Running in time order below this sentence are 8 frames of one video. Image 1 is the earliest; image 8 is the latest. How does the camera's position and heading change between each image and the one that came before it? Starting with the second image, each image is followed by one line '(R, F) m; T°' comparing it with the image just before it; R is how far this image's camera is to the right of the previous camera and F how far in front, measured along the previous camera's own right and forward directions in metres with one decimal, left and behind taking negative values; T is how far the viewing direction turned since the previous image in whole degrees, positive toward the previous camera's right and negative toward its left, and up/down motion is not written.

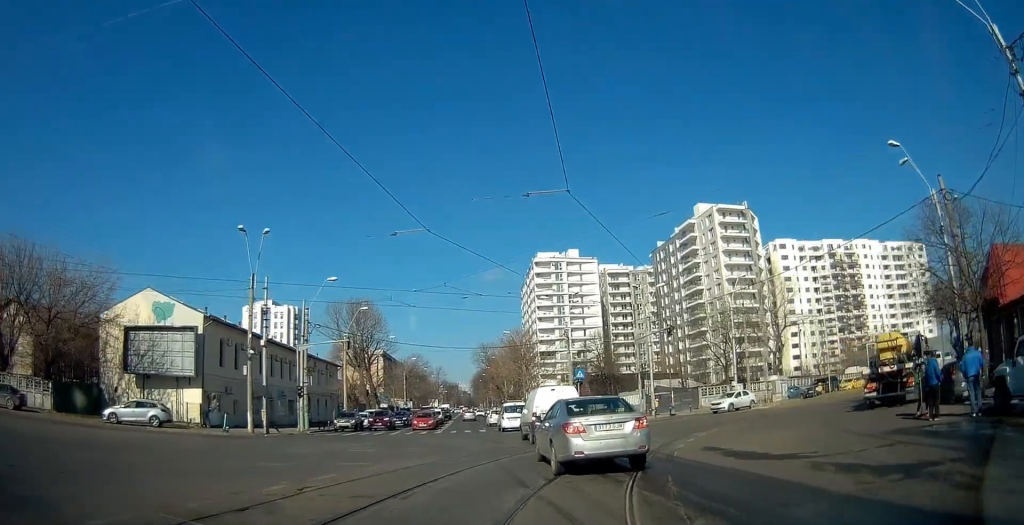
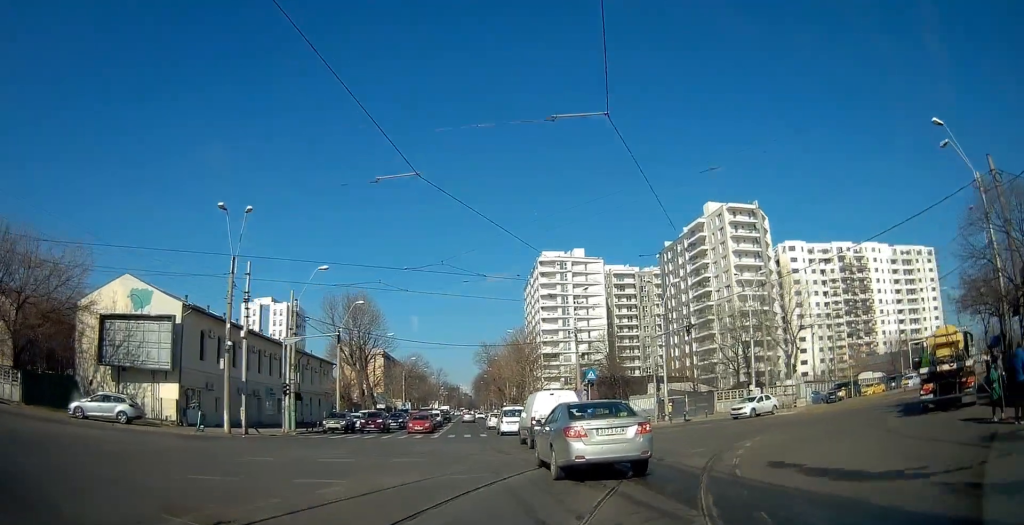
(+0.1, +3.4) m; -1°
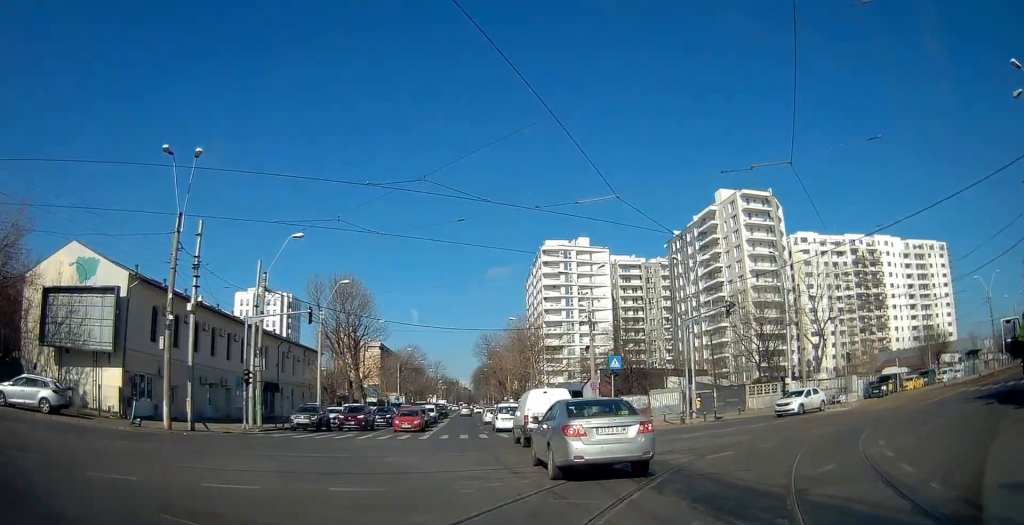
(-0.2, +6.4) m; 0°
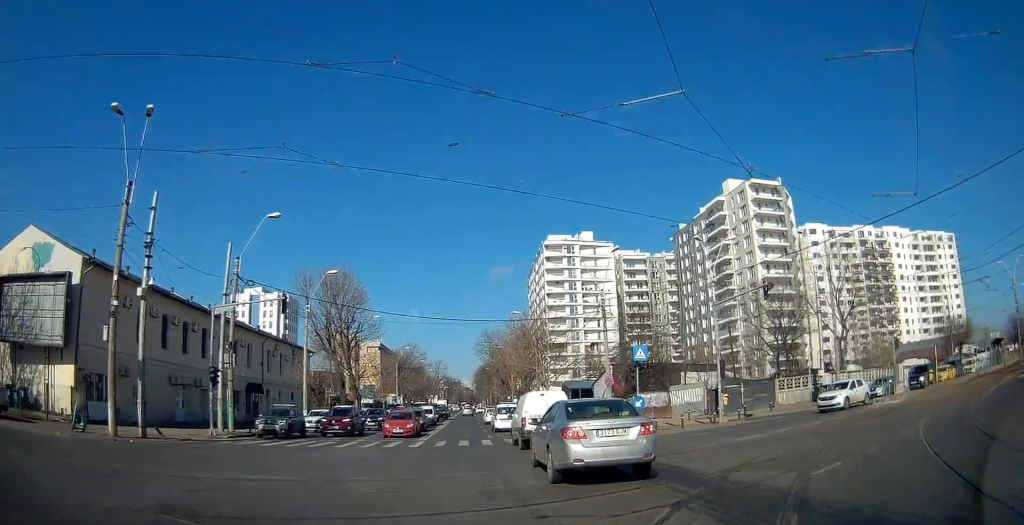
(0.0, +4.5) m; +1°
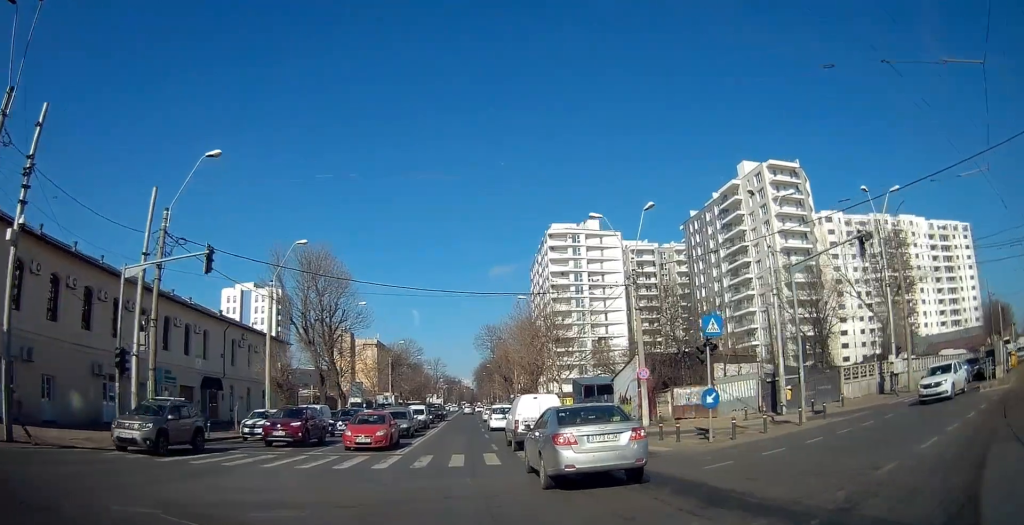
(+0.4, +8.3) m; +2°
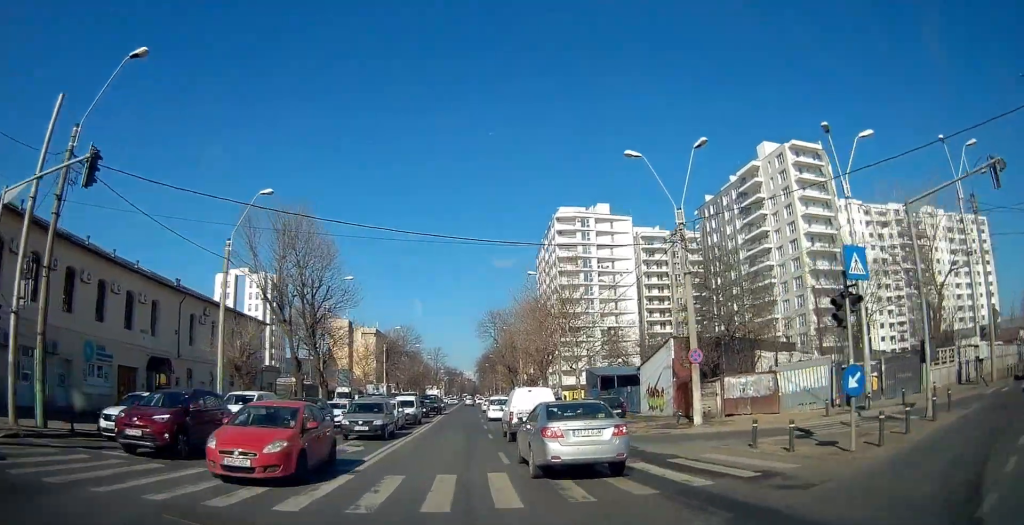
(-0.1, +7.5) m; -1°
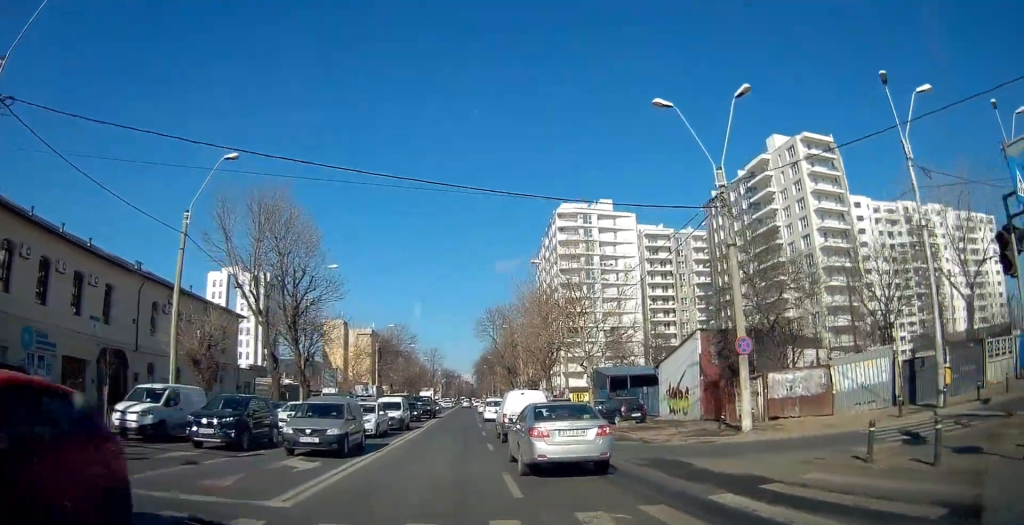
(0.0, +4.8) m; 0°
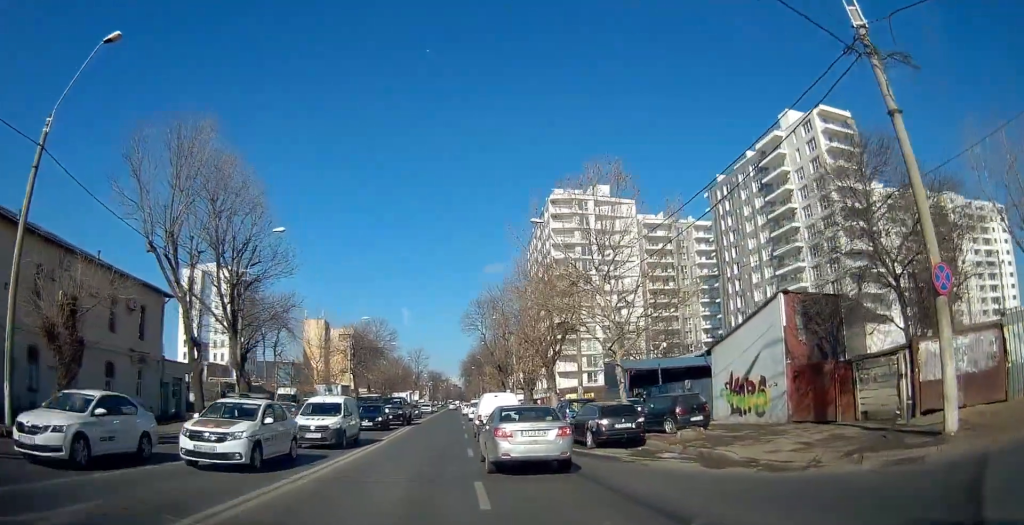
(0.0, +9.7) m; +1°
